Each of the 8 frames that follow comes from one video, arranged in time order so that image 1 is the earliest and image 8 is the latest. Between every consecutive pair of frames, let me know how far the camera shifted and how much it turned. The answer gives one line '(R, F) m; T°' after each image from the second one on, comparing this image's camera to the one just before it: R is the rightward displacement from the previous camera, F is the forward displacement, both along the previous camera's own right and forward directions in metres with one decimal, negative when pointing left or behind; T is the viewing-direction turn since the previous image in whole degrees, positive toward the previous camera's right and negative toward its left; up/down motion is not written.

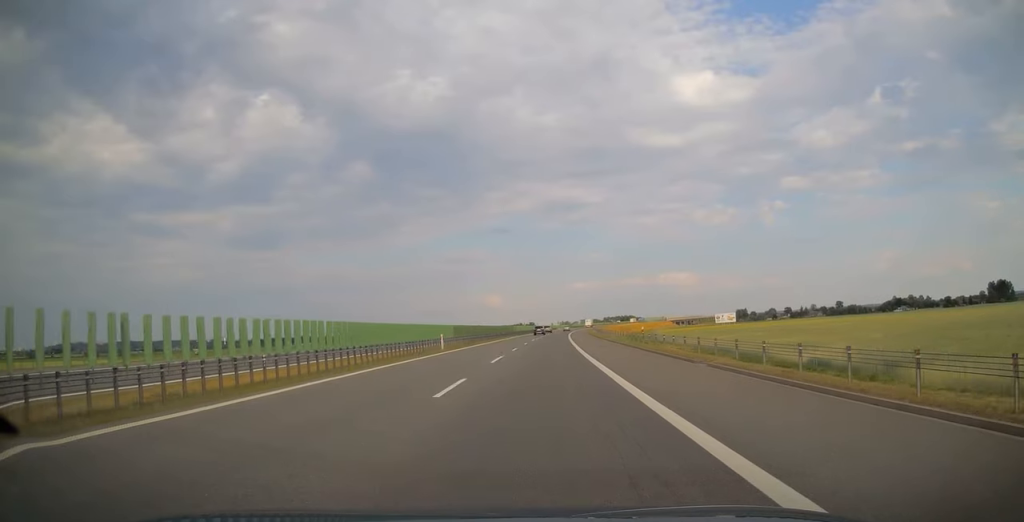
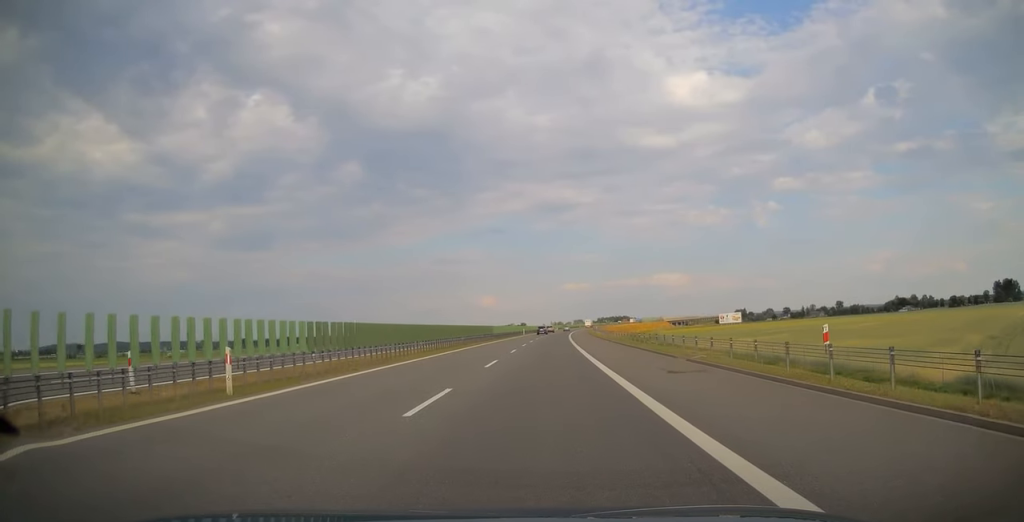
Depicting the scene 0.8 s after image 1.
(+0.1, +26.4) m; +1°
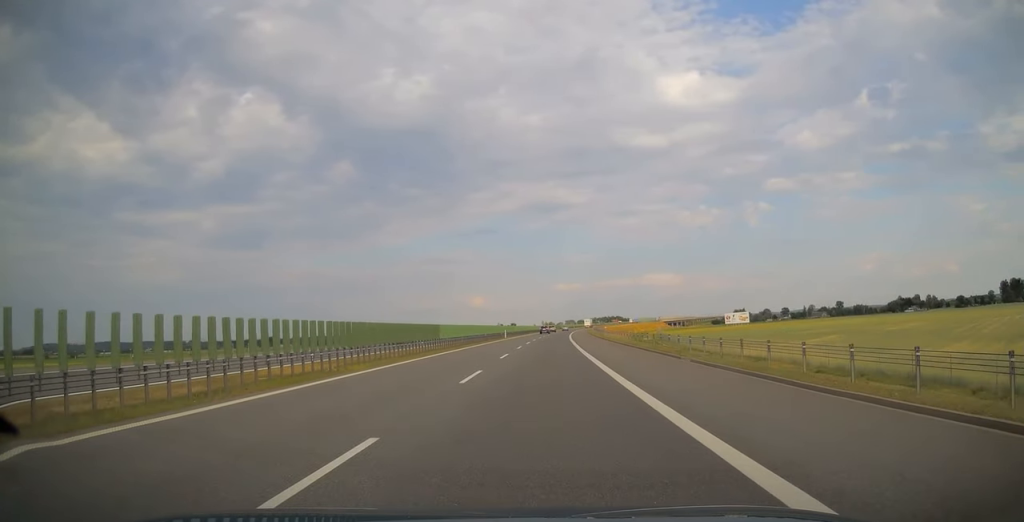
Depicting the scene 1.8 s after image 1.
(+0.3, +30.2) m; +1°
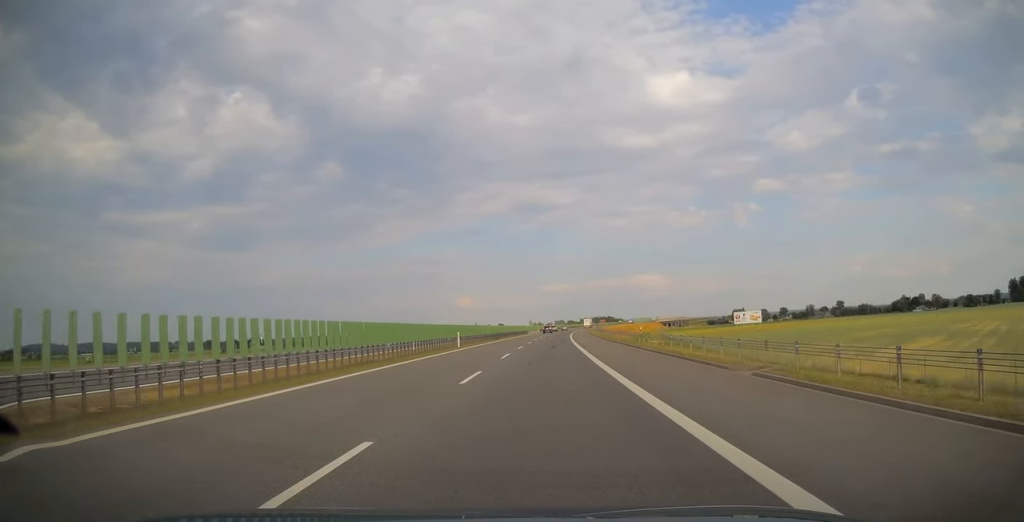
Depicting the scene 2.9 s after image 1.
(+0.6, +36.1) m; +1°
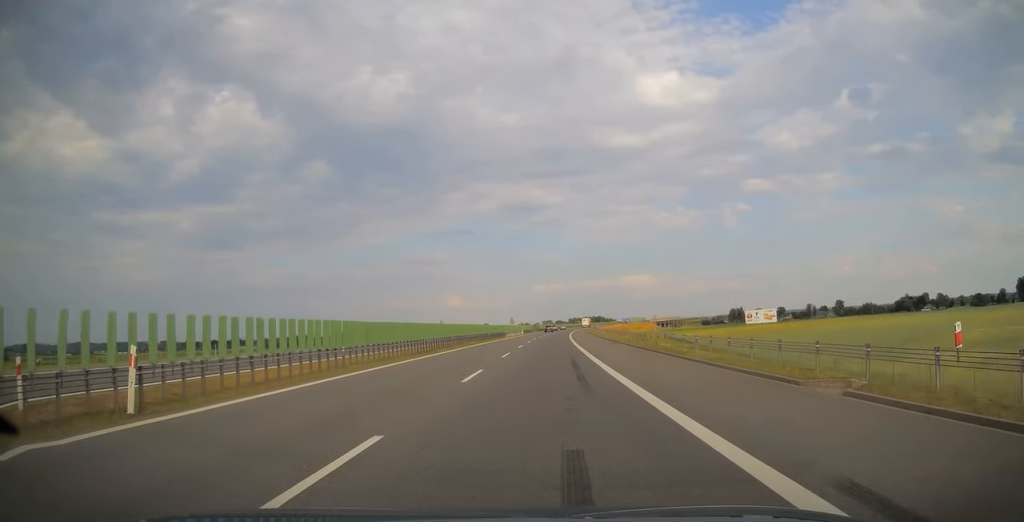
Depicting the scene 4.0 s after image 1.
(+0.2, +35.6) m; 0°
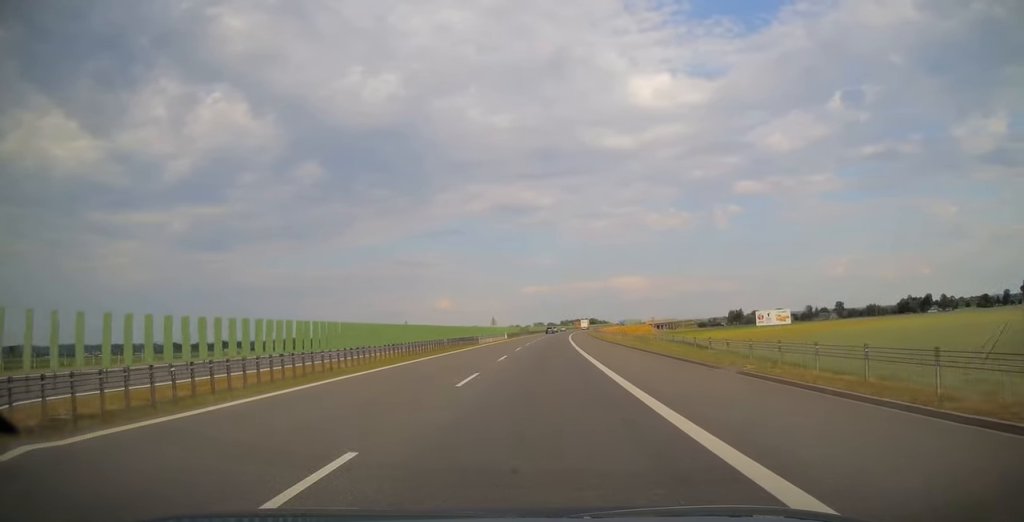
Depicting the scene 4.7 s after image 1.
(0.0, +24.8) m; +1°
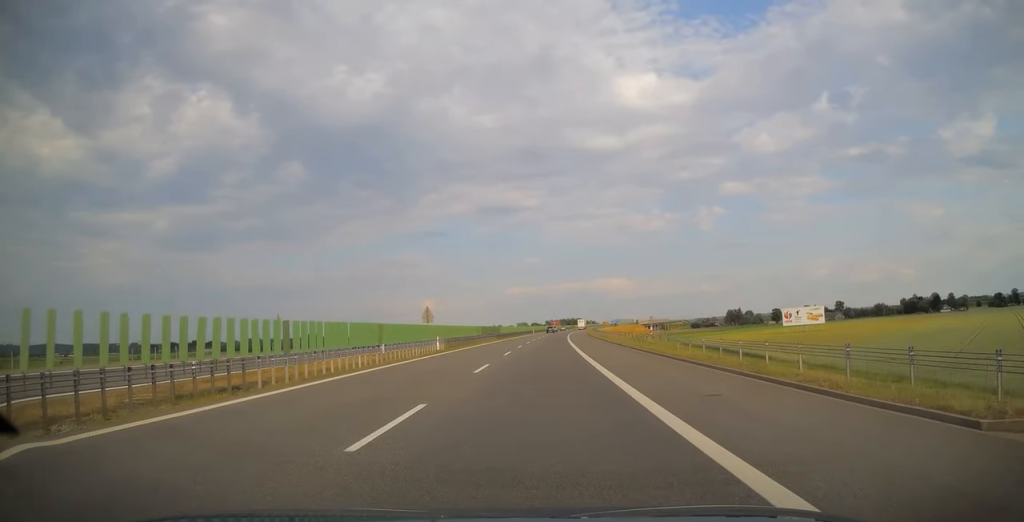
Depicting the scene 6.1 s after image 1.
(+0.9, +43.7) m; +2°
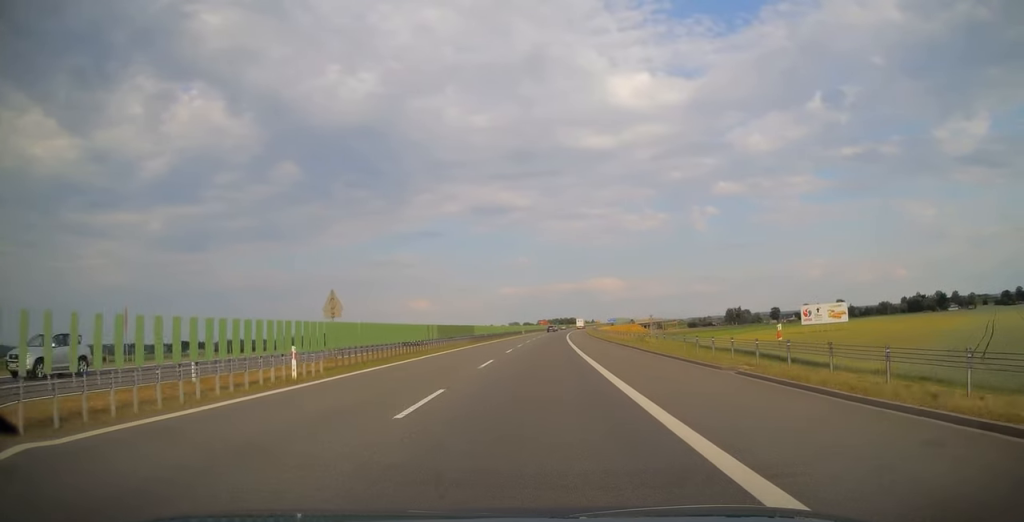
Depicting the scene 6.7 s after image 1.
(-0.1, +21.6) m; +1°
